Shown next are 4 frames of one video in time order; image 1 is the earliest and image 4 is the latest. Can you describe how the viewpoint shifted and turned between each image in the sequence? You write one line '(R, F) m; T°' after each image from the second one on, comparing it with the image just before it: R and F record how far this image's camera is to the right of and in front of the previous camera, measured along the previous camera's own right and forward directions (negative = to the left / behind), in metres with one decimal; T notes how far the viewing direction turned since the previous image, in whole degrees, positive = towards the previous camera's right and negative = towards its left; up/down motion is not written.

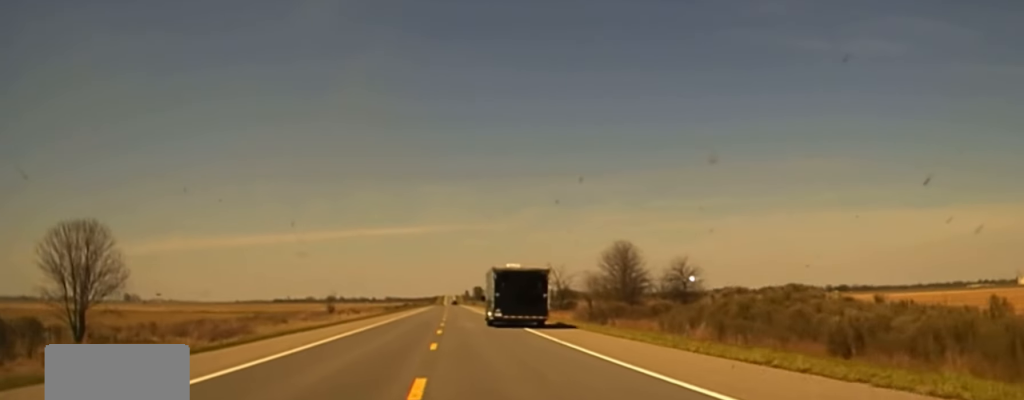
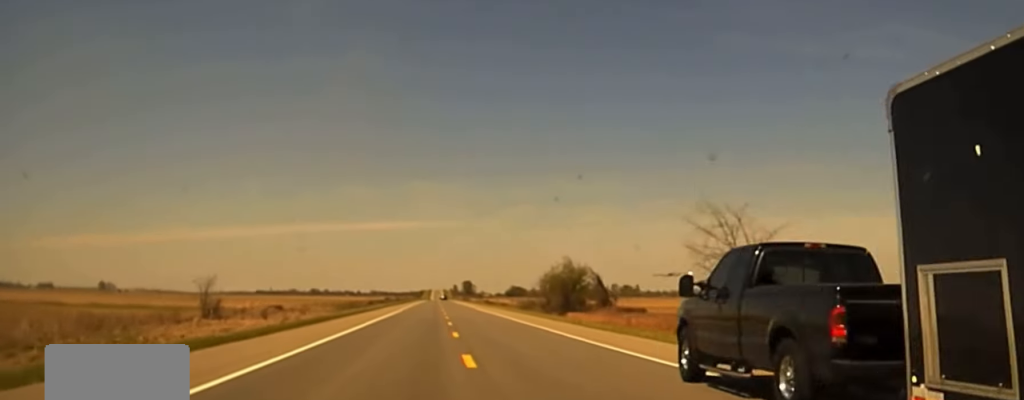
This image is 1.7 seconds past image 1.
(+0.3, +89.7) m; +1°
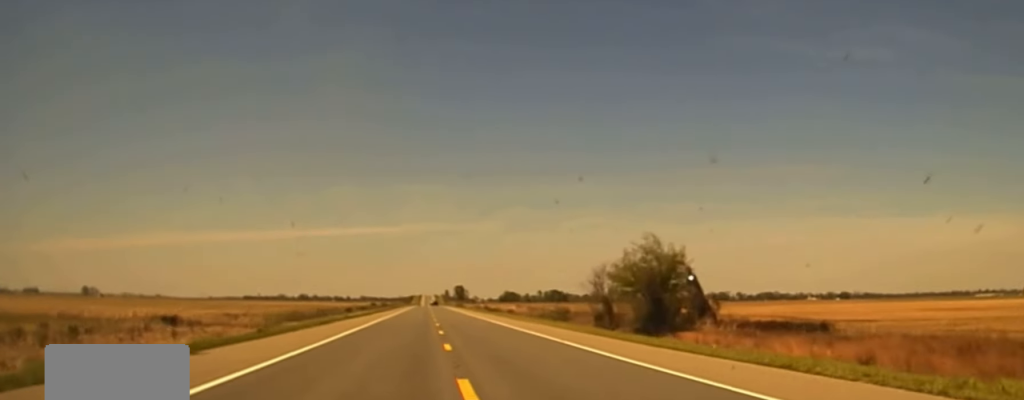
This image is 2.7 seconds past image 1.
(+0.1, +46.4) m; 0°
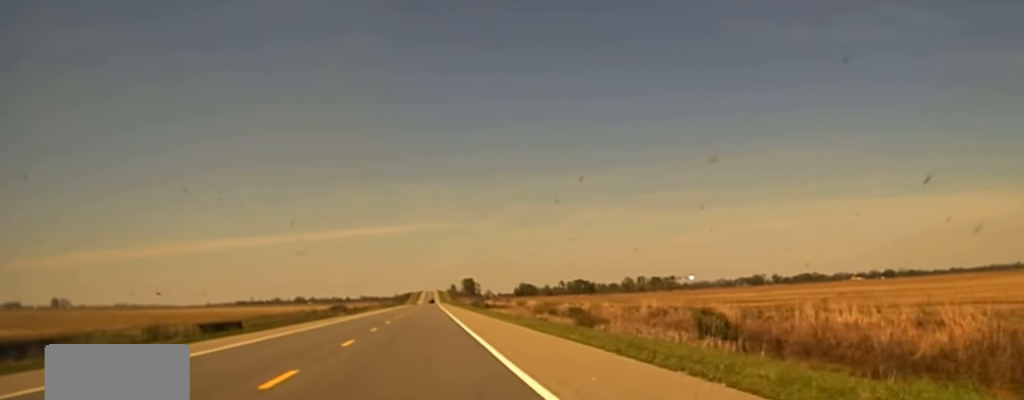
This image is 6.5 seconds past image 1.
(+1.2, +220.4) m; 0°
